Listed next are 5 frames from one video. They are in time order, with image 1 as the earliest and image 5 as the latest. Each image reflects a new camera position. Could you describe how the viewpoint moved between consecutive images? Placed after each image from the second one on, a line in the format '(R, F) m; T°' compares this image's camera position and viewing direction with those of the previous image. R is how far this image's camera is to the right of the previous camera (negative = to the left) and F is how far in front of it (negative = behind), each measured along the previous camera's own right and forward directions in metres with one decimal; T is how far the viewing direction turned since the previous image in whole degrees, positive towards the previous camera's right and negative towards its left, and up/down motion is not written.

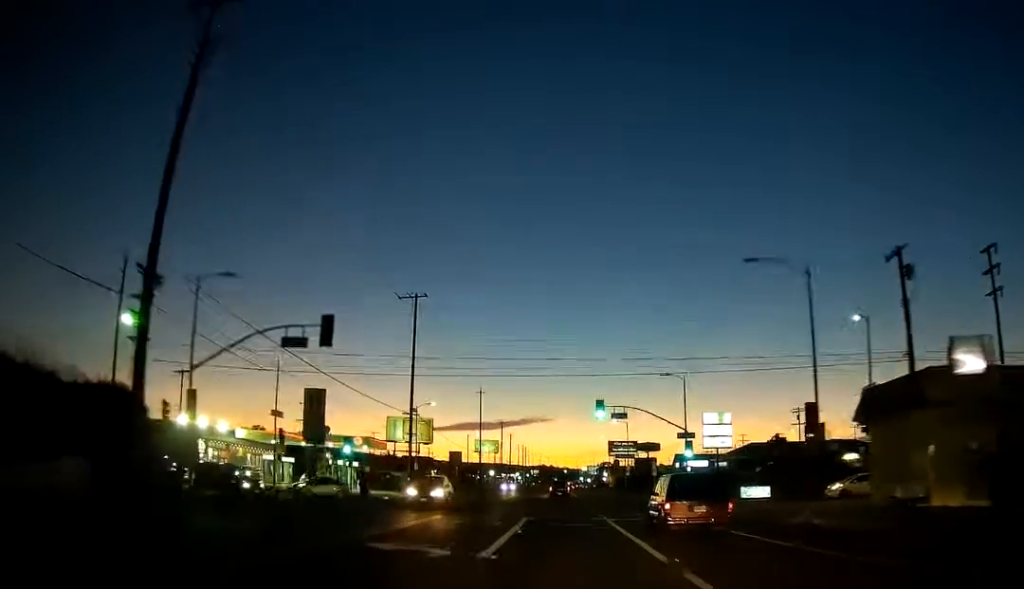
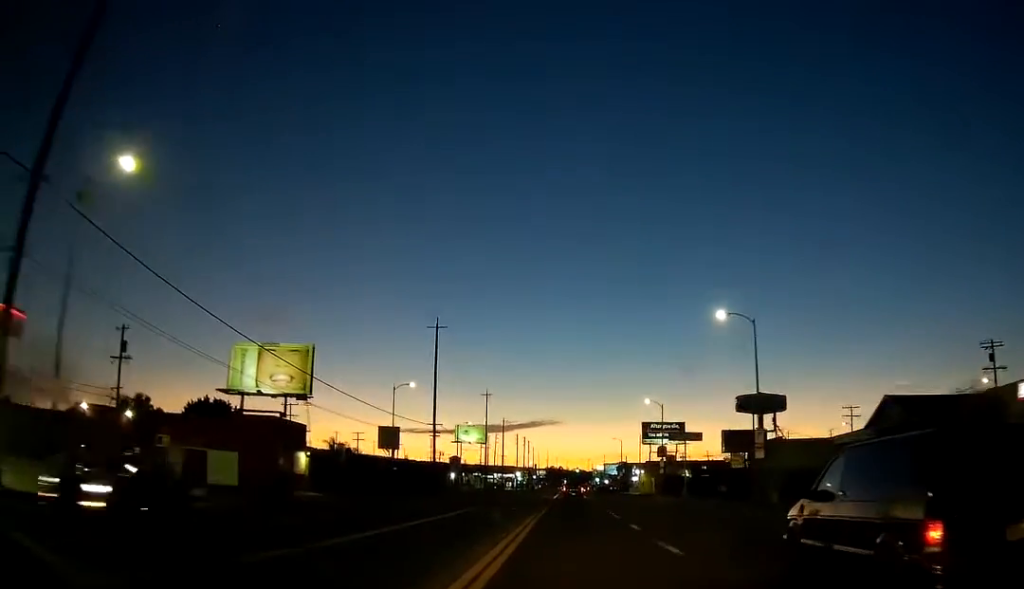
(-0.8, +61.7) m; -1°
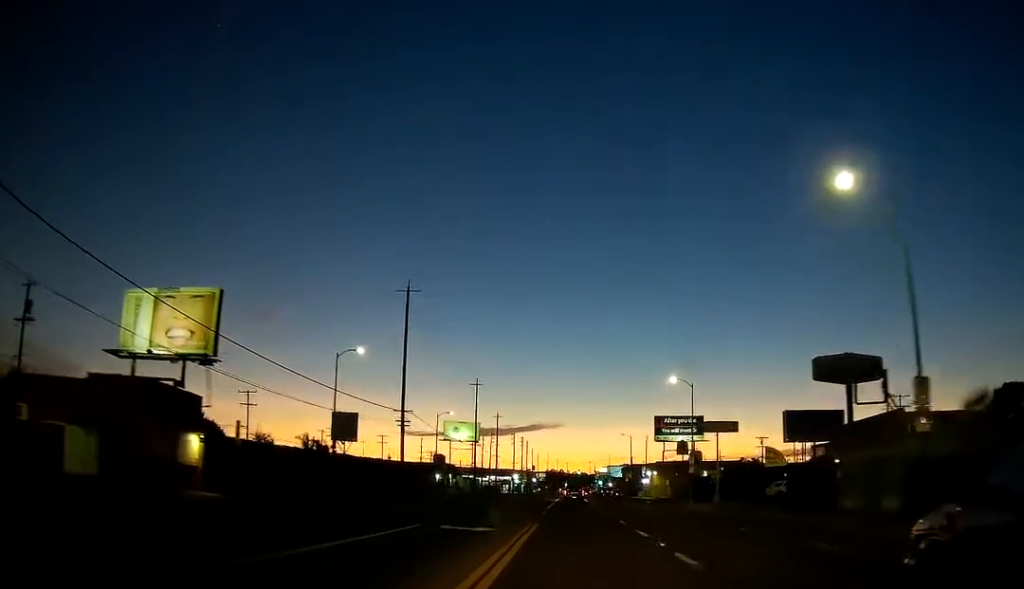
(-0.1, +17.4) m; 0°
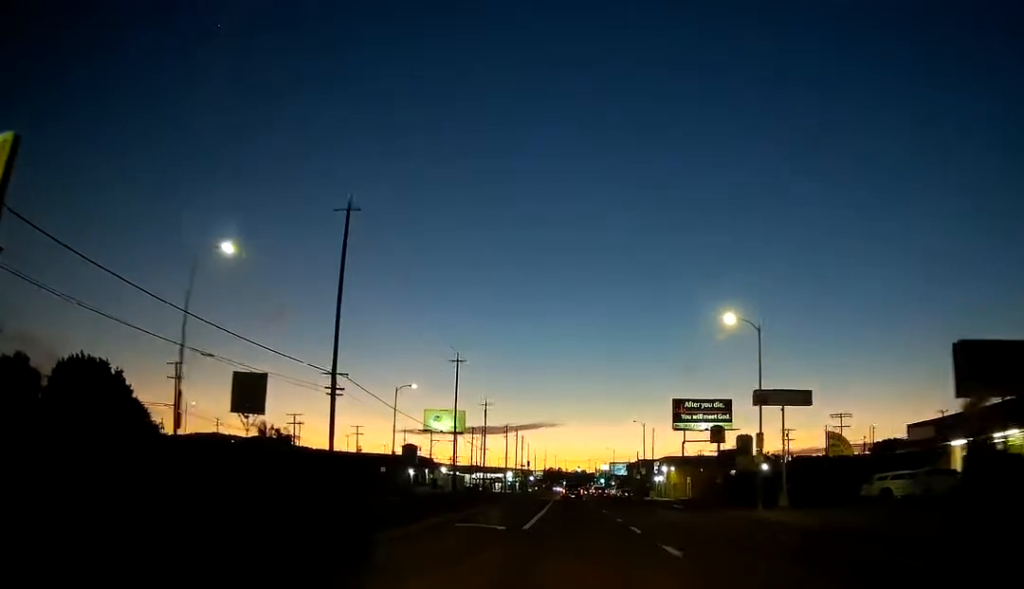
(+0.1, +20.7) m; +1°
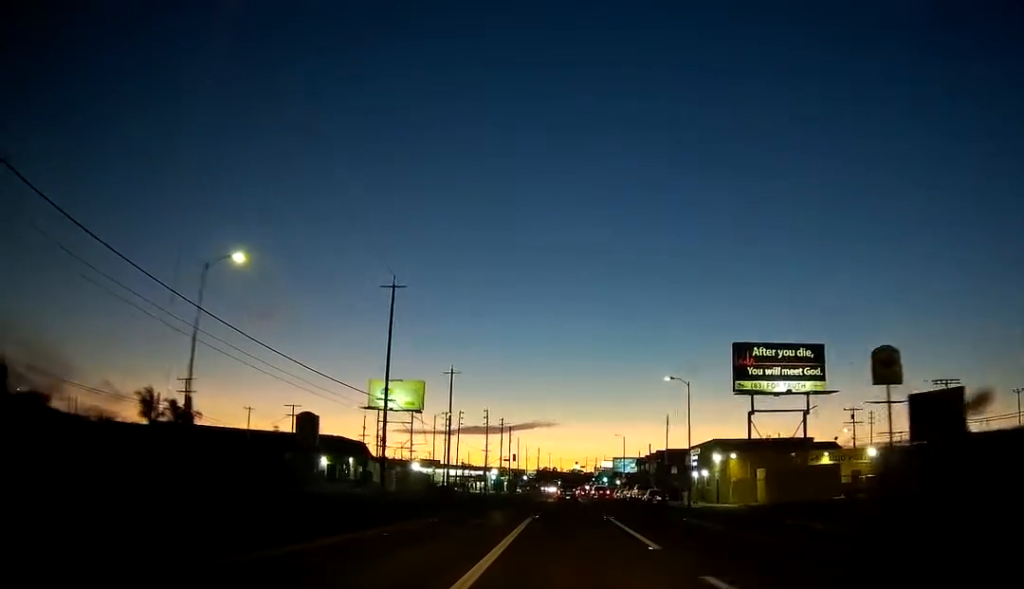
(0.0, +35.7) m; -1°
